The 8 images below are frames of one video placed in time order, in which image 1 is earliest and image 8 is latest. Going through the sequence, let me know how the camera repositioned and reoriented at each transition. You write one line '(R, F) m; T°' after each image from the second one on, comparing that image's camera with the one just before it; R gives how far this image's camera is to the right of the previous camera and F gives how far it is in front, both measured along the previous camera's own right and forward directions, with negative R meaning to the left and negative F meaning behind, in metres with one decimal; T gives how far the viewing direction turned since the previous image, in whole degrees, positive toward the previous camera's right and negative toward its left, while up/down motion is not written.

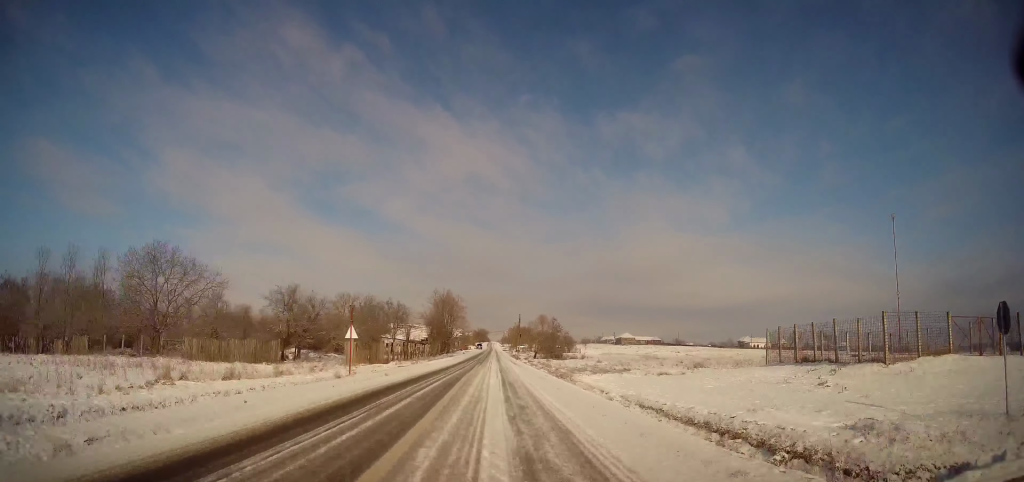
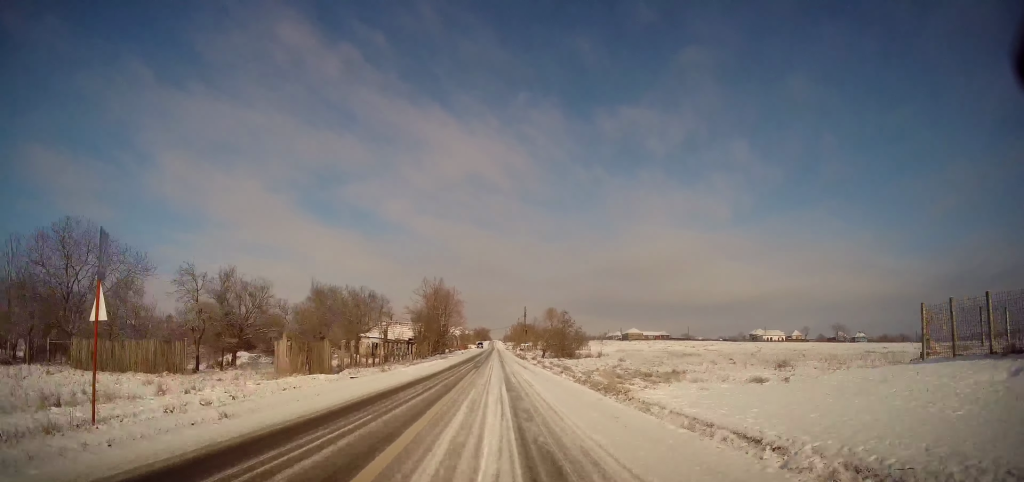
(+0.1, +13.4) m; 0°
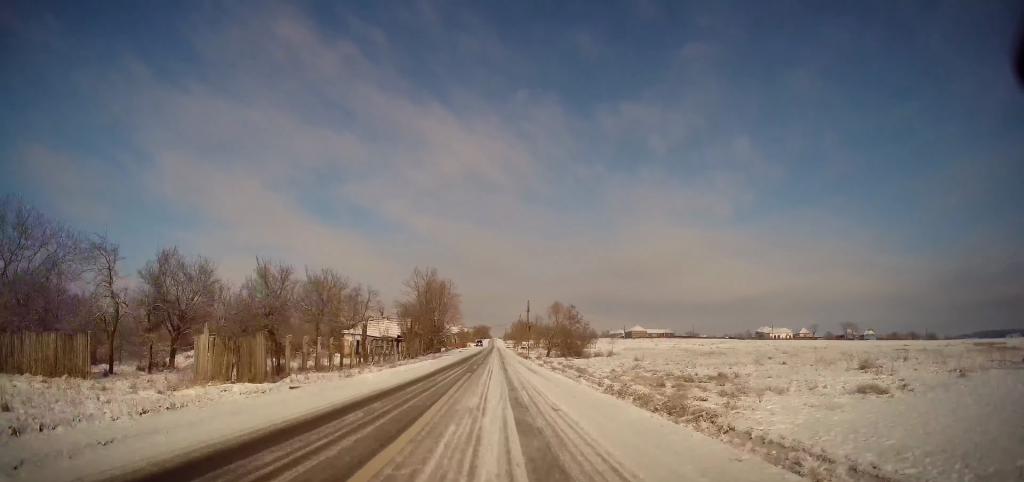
(+0.1, +7.9) m; 0°
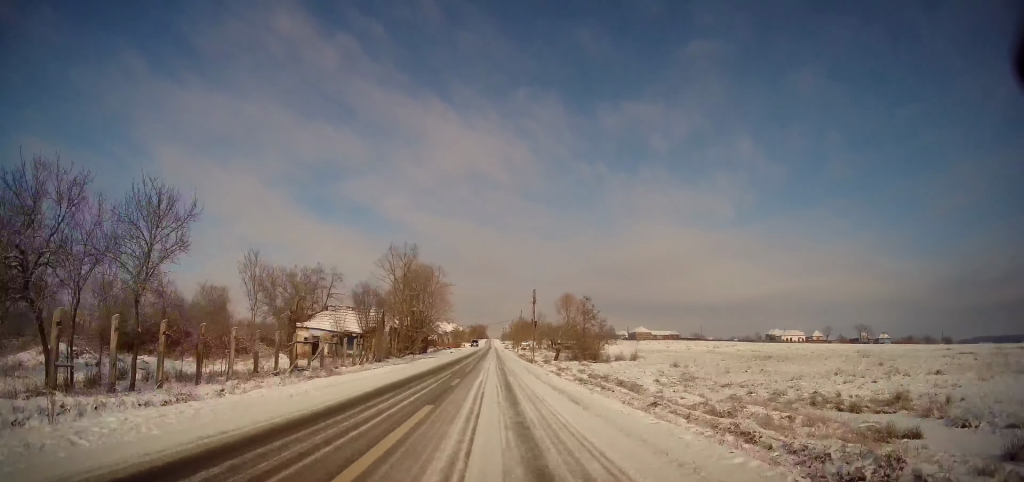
(-0.3, +14.5) m; -1°
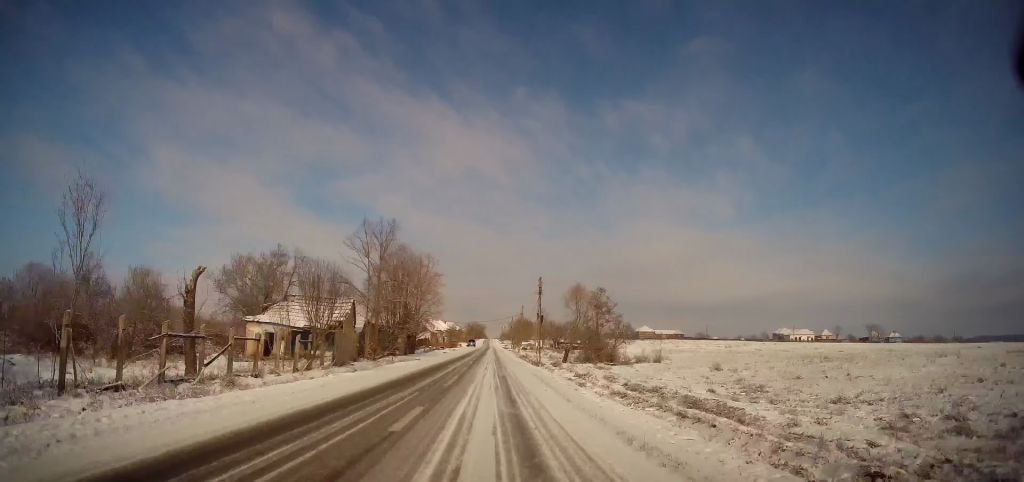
(0.0, +9.6) m; 0°
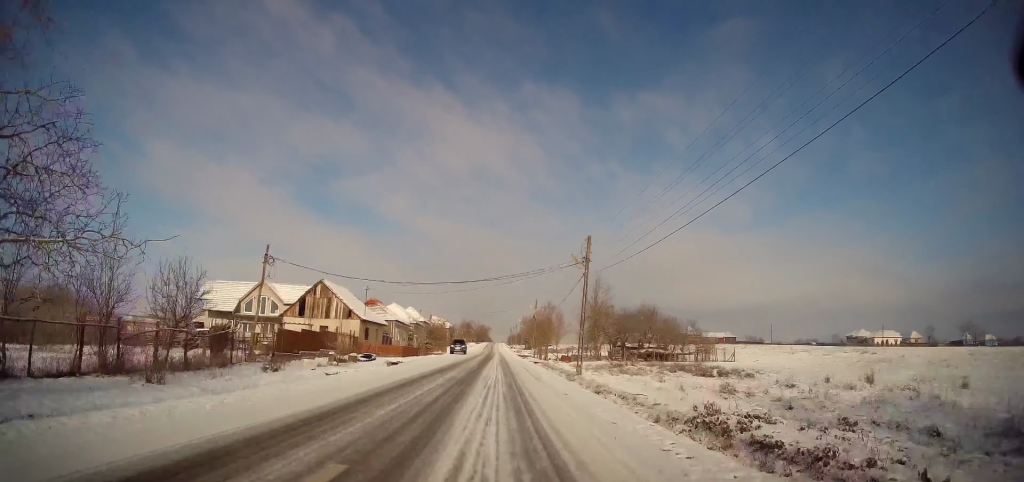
(0.0, +58.7) m; -1°
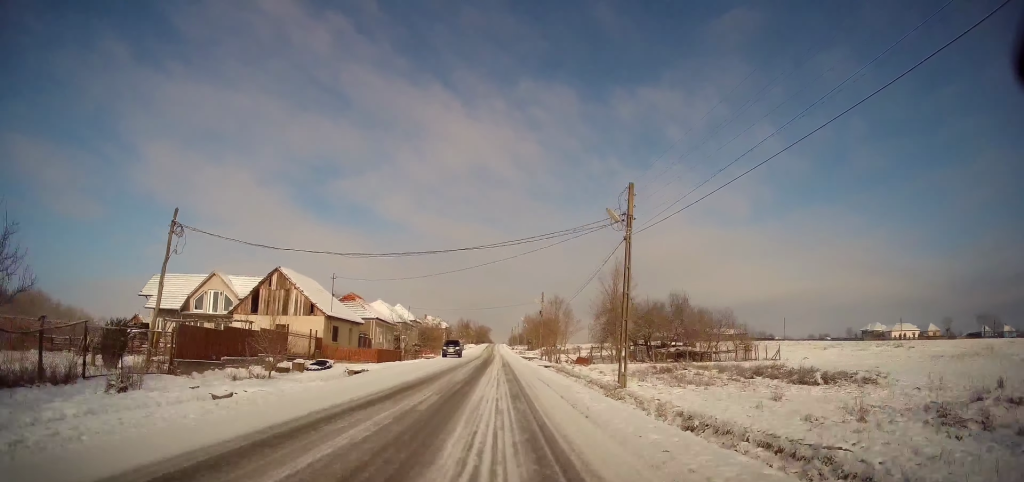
(0.0, +9.8) m; 0°
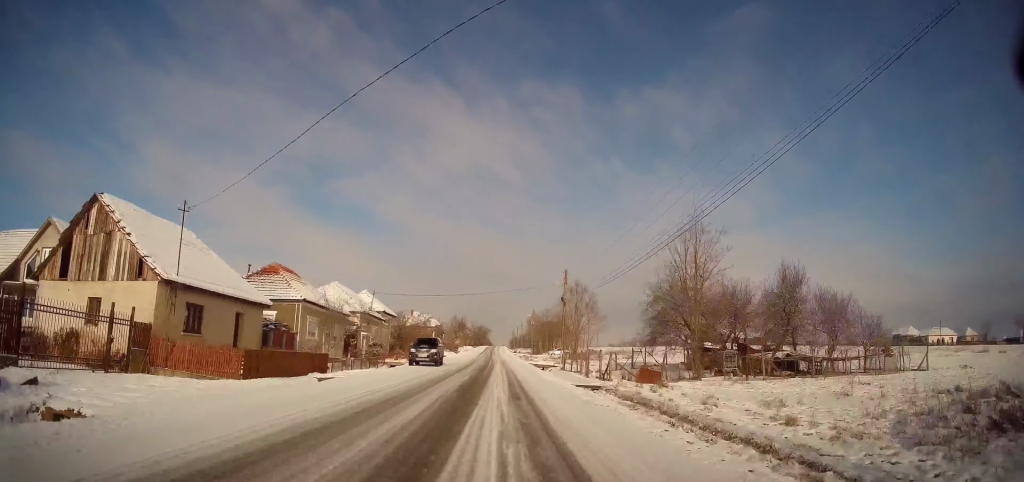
(0.0, +19.7) m; +1°
